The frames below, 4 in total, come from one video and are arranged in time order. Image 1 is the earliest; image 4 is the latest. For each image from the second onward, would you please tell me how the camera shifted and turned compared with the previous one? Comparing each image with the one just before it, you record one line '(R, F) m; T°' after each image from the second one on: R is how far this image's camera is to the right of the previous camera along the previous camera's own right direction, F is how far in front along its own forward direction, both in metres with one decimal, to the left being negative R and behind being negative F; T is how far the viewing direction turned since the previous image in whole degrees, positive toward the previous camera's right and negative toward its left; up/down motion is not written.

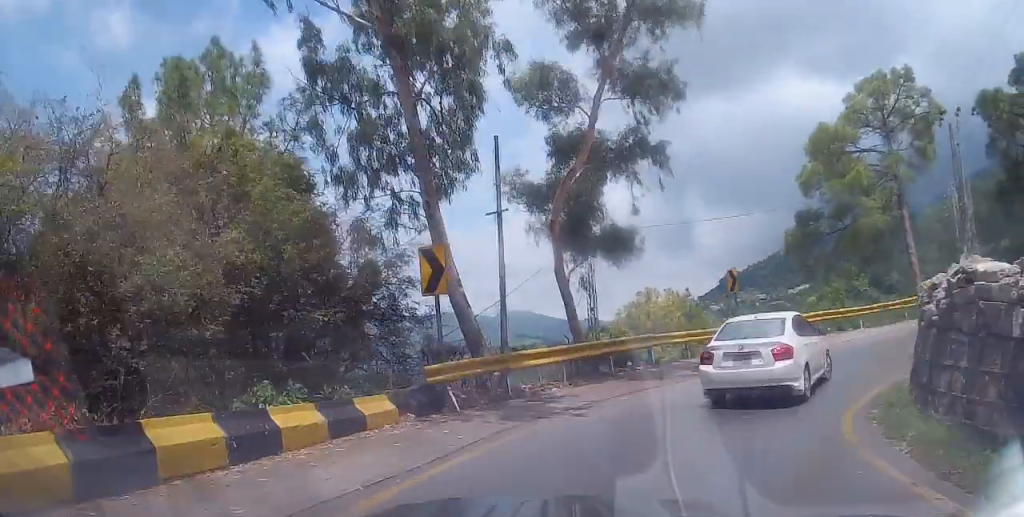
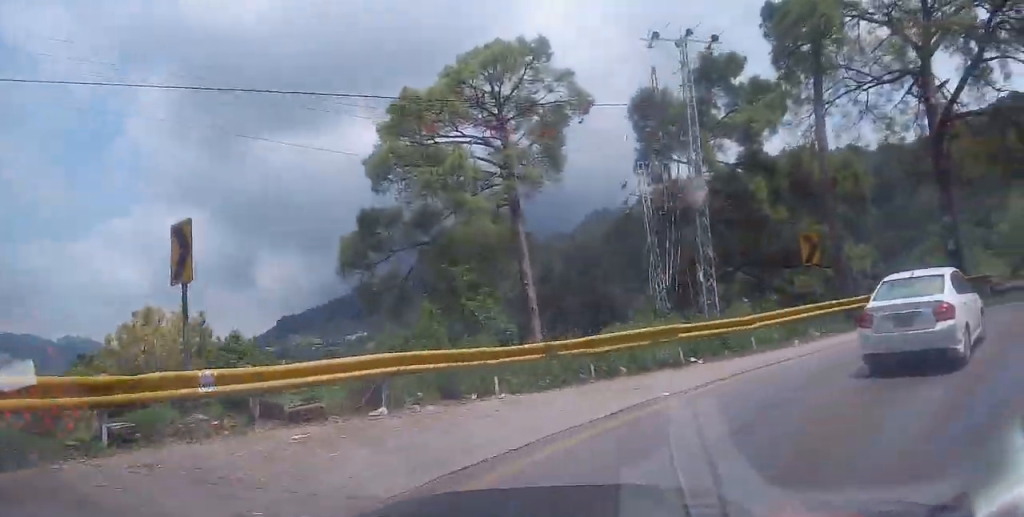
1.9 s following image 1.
(+4.5, +14.5) m; +41°
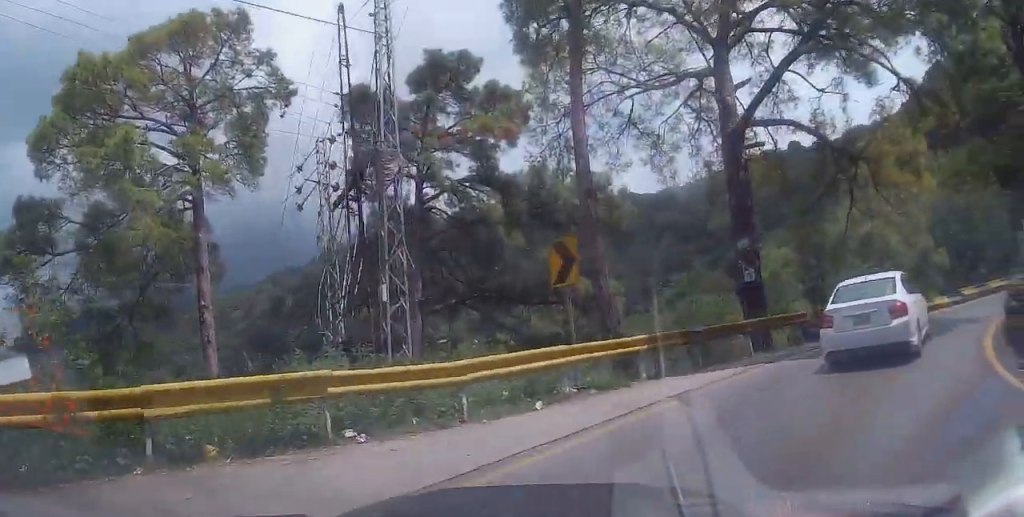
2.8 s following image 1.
(+1.3, +6.0) m; +22°
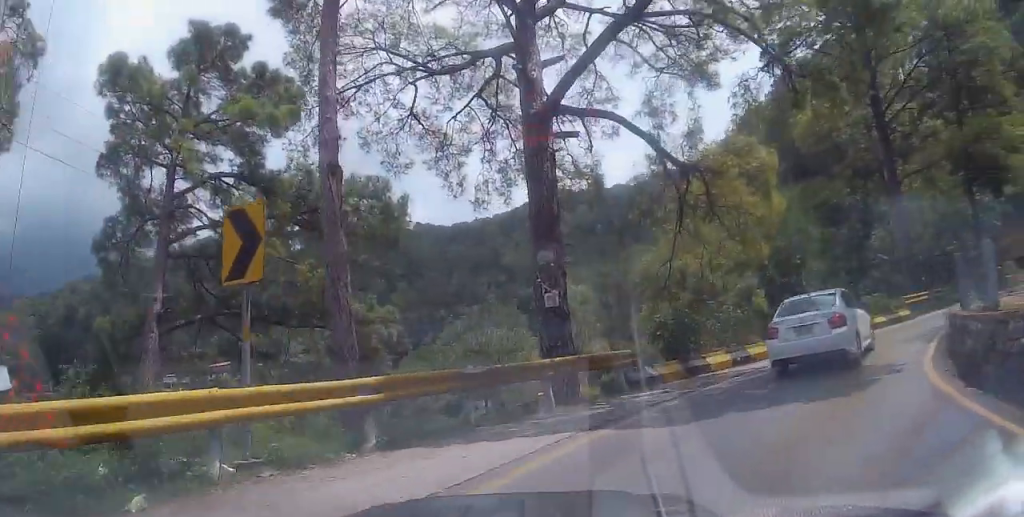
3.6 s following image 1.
(+0.8, +5.0) m; +16°
